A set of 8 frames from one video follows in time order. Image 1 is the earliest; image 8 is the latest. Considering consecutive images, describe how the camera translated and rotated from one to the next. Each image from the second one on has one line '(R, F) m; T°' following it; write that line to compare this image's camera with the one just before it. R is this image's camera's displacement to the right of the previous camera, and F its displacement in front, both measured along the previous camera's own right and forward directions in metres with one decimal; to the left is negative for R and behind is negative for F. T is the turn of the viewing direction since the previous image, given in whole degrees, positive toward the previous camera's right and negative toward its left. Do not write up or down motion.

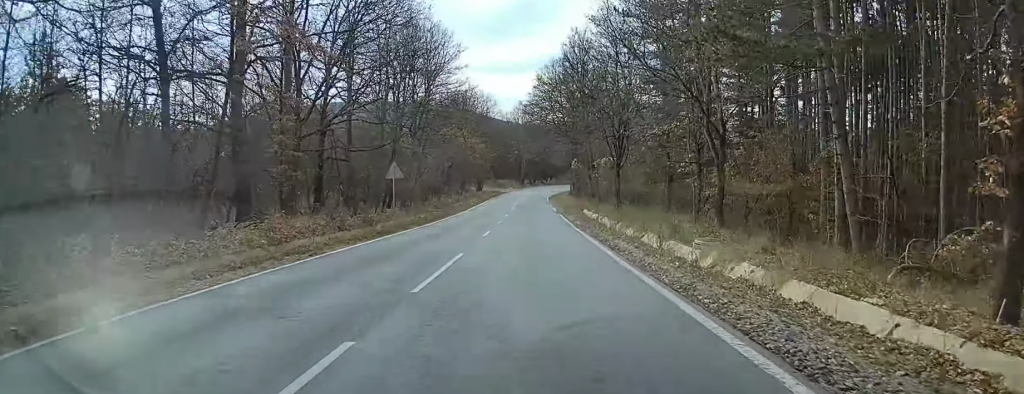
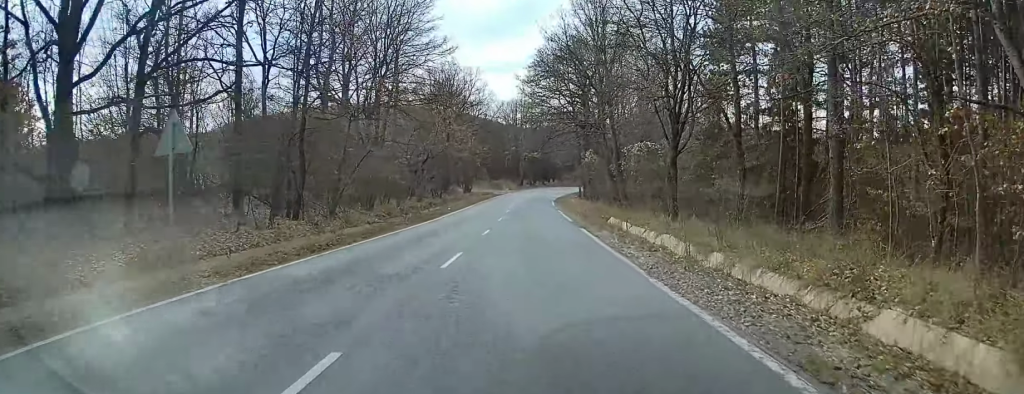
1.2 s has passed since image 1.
(+0.2, +18.8) m; +2°
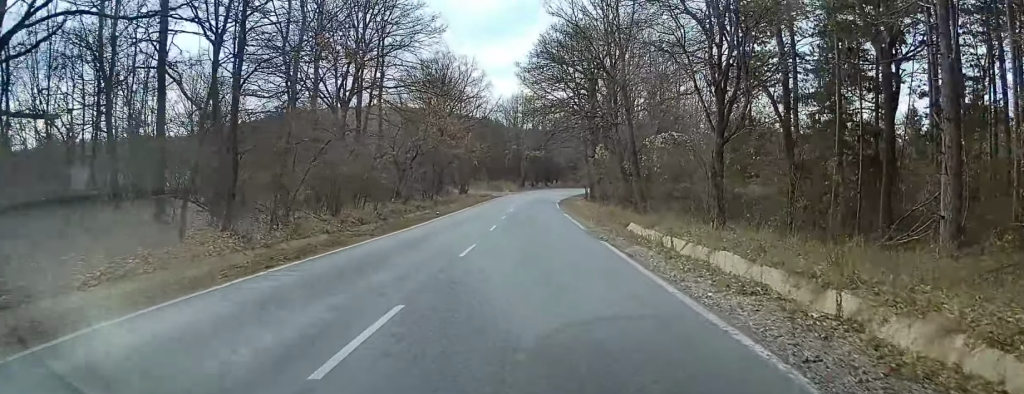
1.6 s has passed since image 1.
(0.0, +6.5) m; +1°
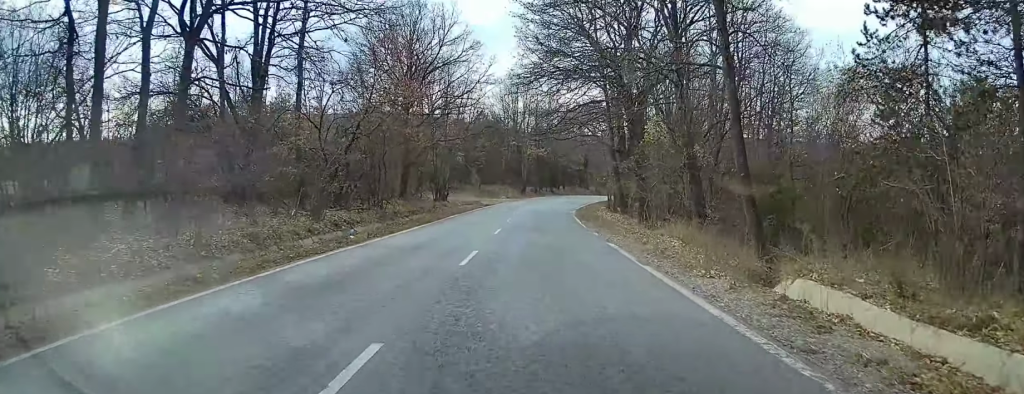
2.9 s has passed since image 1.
(+0.1, +21.1) m; -1°
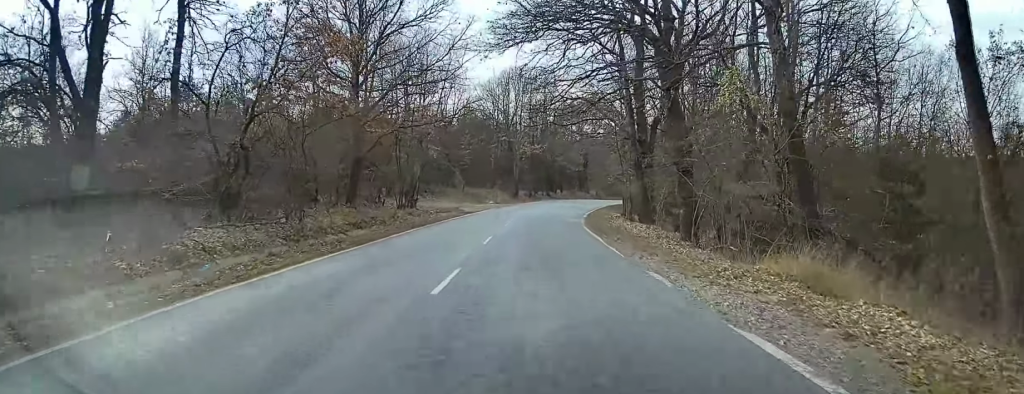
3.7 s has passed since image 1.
(-0.1, +12.5) m; -1°
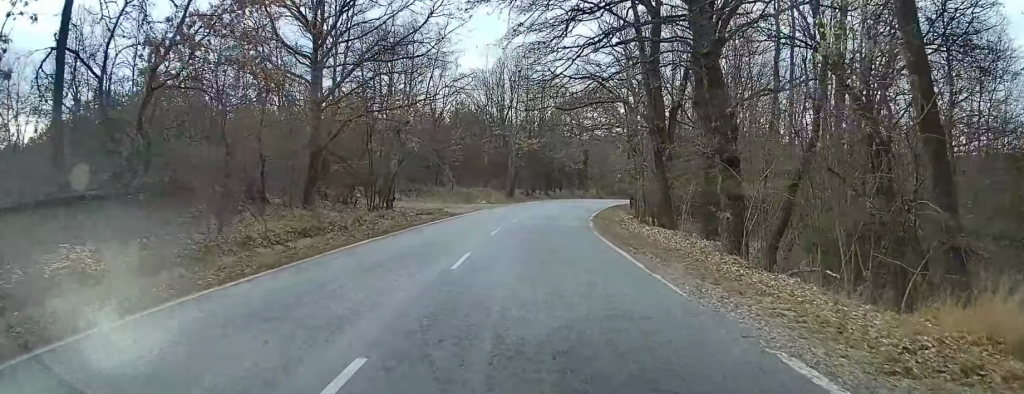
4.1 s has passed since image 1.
(-0.1, +6.5) m; 0°
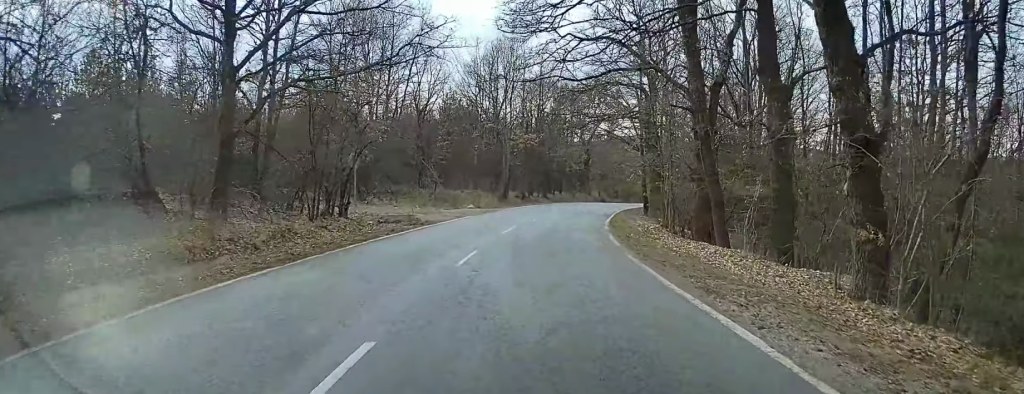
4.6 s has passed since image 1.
(-0.1, +8.4) m; 0°
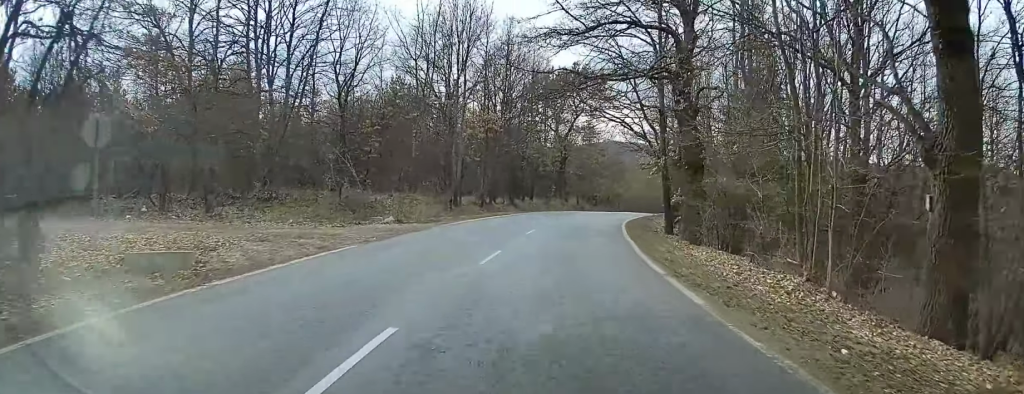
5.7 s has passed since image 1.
(+0.4, +17.0) m; +3°
